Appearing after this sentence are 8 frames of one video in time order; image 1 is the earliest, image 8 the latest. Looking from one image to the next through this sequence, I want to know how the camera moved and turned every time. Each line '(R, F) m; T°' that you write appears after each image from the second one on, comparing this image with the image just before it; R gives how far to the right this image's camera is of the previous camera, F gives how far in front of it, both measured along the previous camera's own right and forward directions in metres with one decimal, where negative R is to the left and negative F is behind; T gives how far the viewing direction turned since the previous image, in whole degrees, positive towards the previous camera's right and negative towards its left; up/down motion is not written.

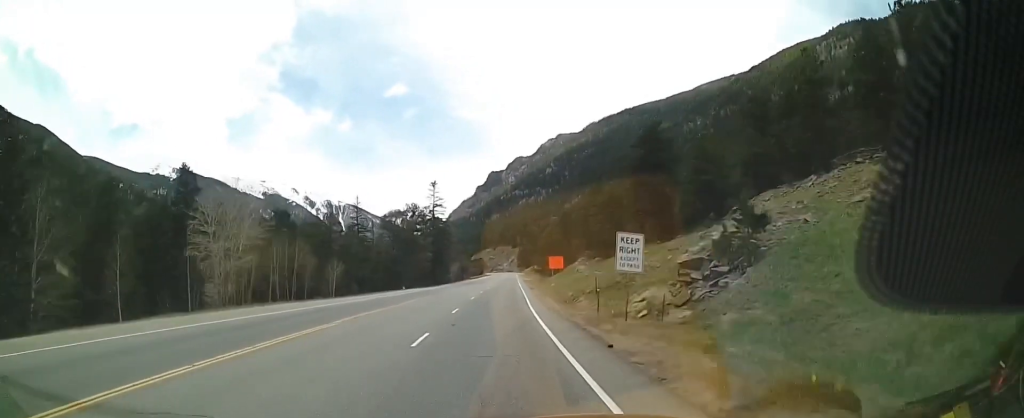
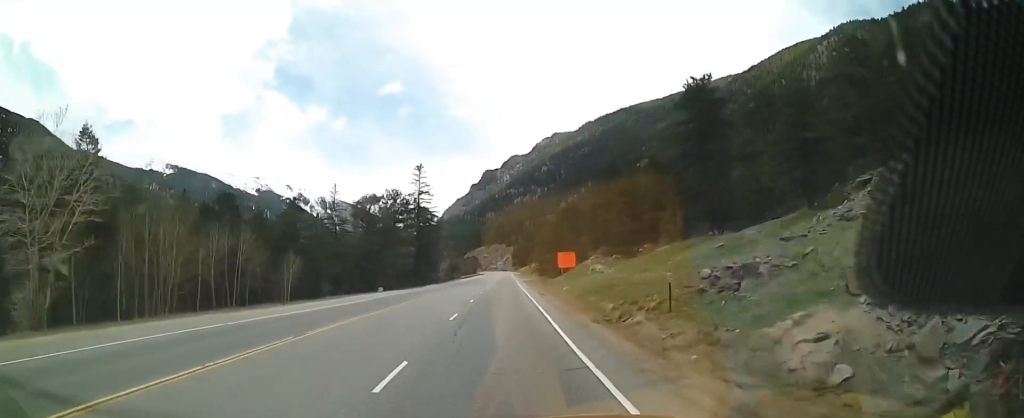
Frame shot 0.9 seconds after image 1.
(-0.1, +16.4) m; 0°
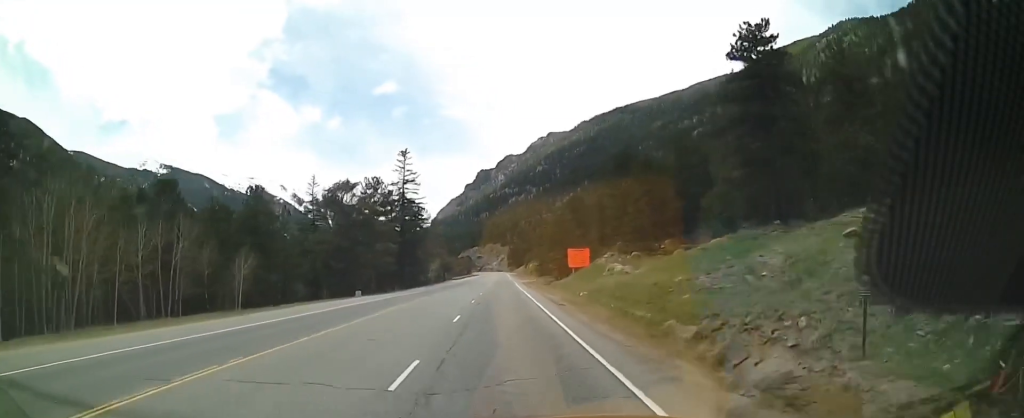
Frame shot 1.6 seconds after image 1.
(+0.1, +12.2) m; +1°
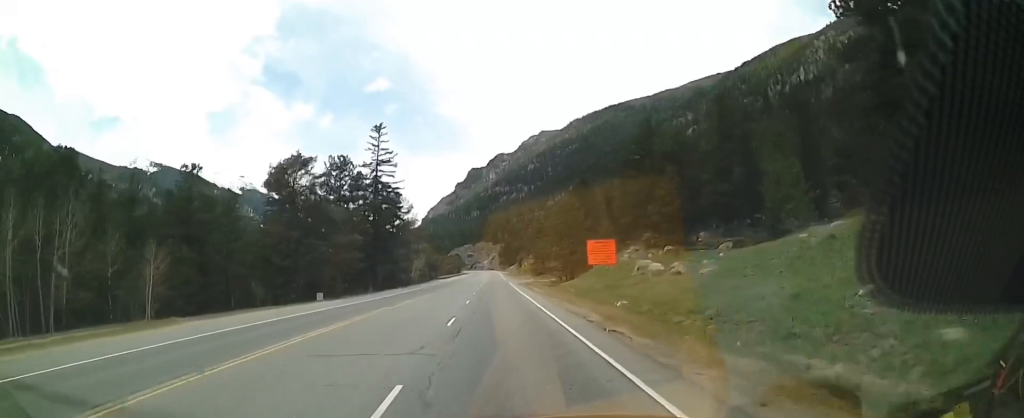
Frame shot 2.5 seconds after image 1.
(+0.2, +14.5) m; +1°
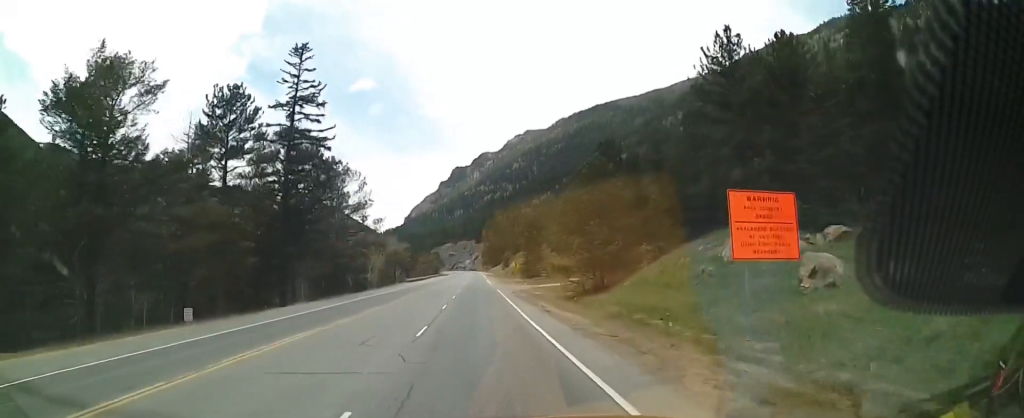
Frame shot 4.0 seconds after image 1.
(-0.5, +26.2) m; -1°
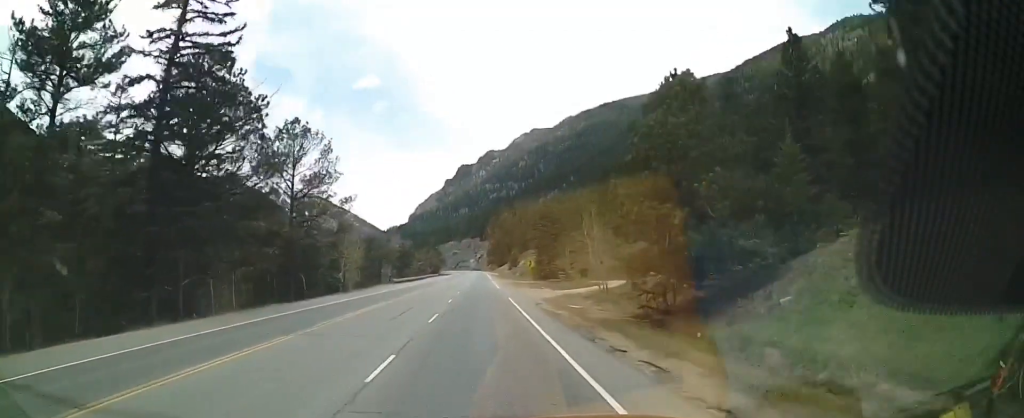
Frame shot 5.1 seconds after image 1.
(+0.5, +19.0) m; +2°
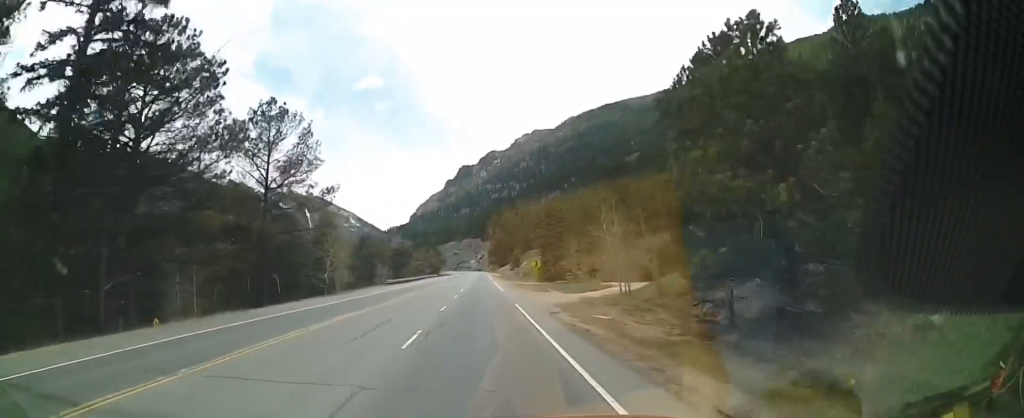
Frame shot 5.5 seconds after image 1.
(0.0, +6.6) m; 0°
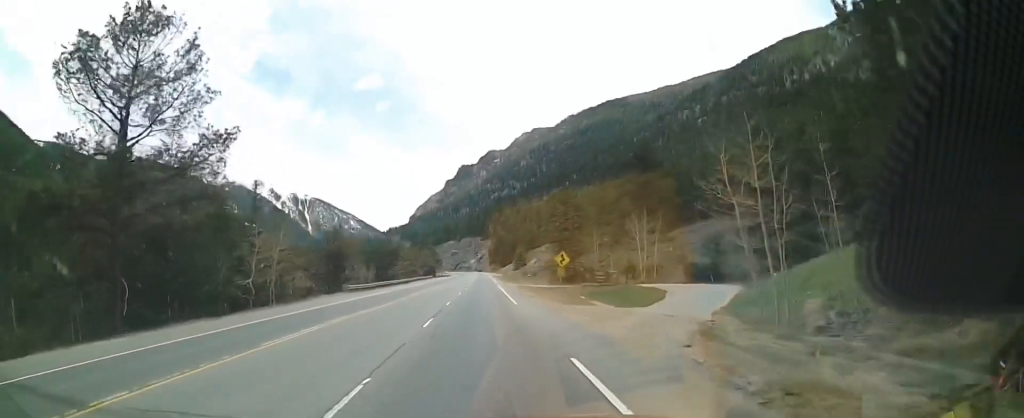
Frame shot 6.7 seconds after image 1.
(-0.1, +19.8) m; 0°
